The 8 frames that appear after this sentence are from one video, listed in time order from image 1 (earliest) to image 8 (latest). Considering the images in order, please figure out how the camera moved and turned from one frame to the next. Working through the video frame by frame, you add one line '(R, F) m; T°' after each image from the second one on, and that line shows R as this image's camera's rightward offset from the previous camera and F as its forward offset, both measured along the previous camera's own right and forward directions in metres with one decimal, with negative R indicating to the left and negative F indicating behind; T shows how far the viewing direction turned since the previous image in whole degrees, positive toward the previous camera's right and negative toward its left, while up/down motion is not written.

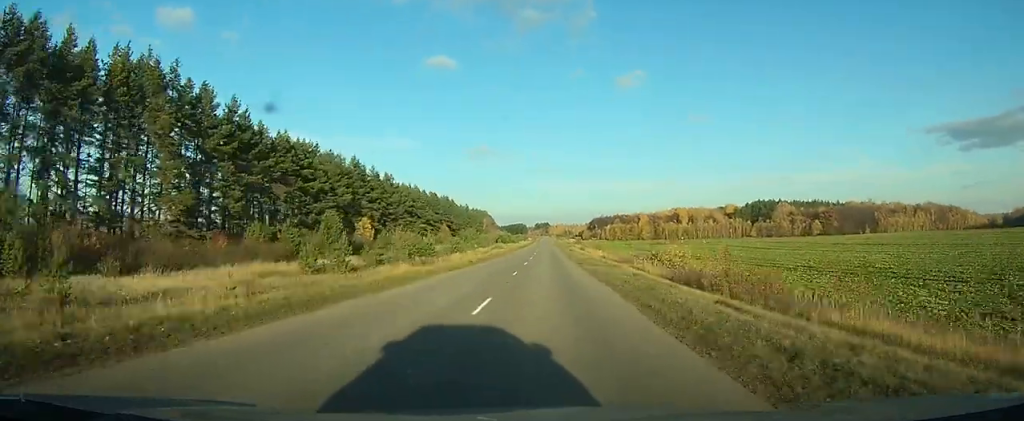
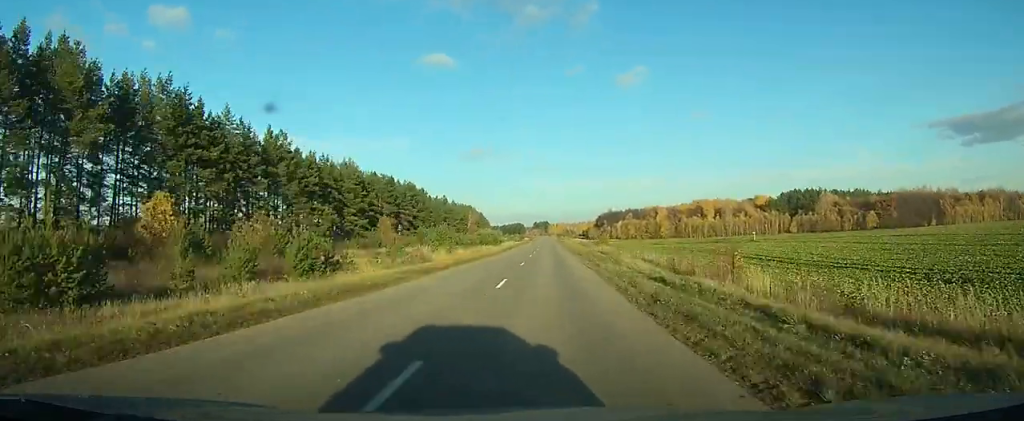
(+0.1, +68.7) m; 0°
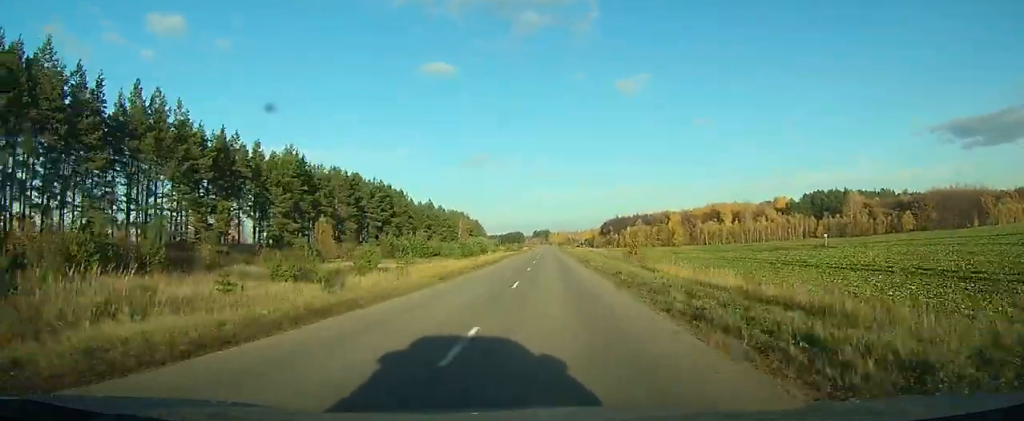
(0.0, +32.5) m; 0°
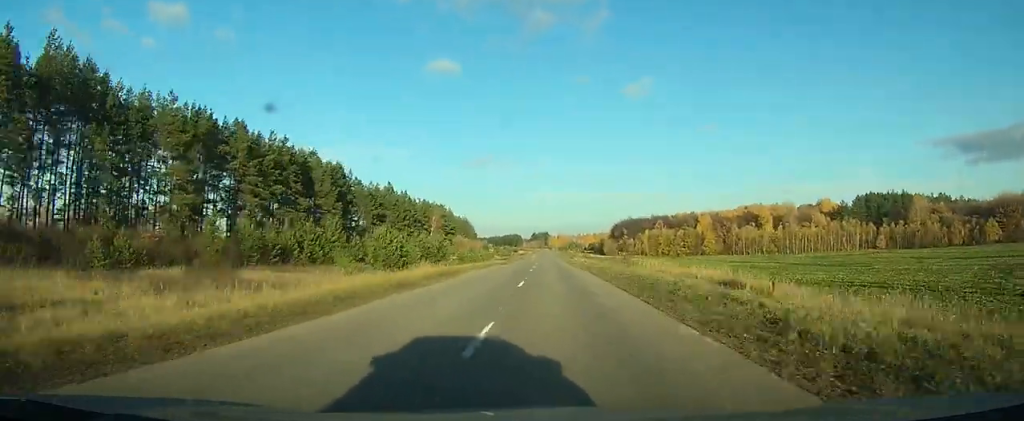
(-0.1, +56.5) m; 0°
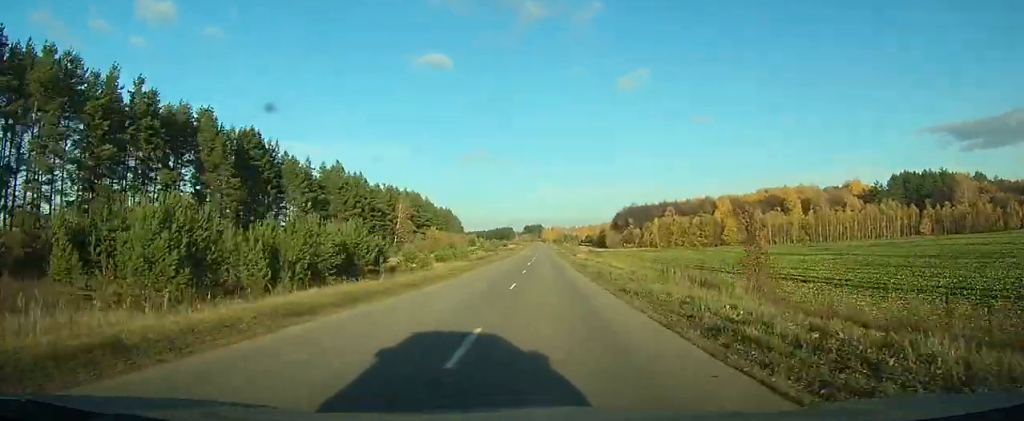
(+0.1, +34.8) m; 0°
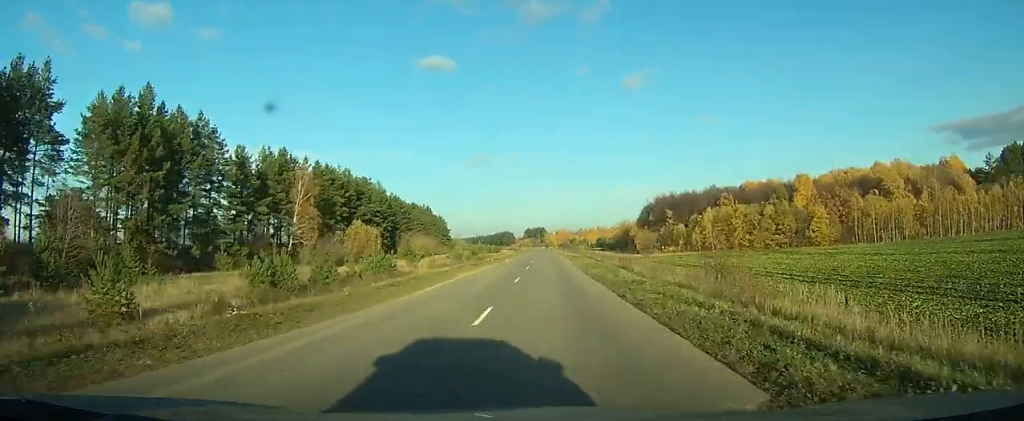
(+0.2, +70.2) m; 0°
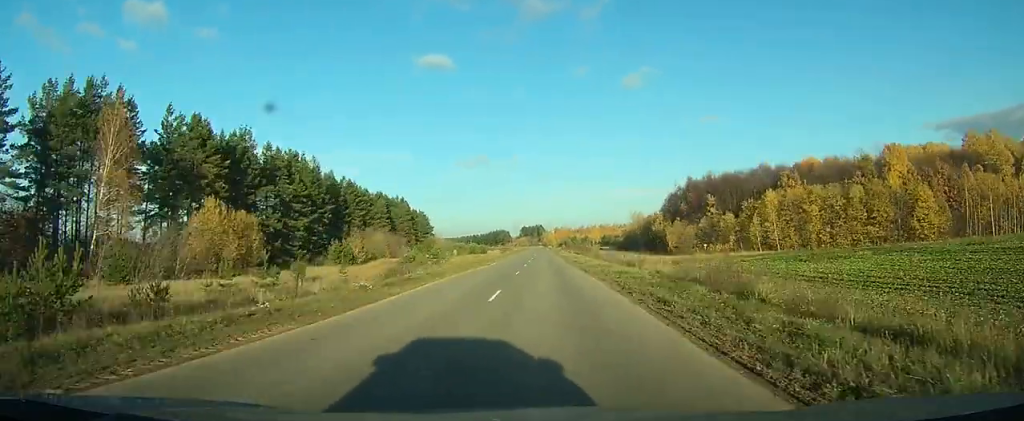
(0.0, +45.0) m; 0°
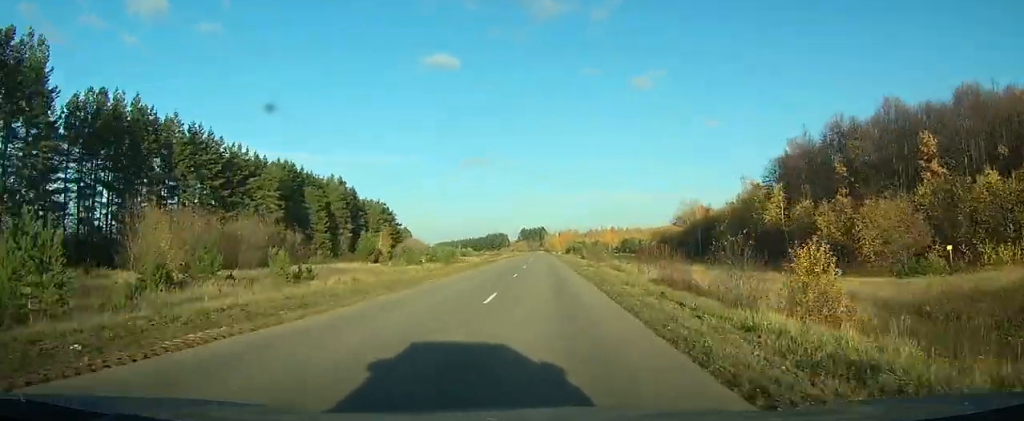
(-0.1, +70.5) m; 0°
